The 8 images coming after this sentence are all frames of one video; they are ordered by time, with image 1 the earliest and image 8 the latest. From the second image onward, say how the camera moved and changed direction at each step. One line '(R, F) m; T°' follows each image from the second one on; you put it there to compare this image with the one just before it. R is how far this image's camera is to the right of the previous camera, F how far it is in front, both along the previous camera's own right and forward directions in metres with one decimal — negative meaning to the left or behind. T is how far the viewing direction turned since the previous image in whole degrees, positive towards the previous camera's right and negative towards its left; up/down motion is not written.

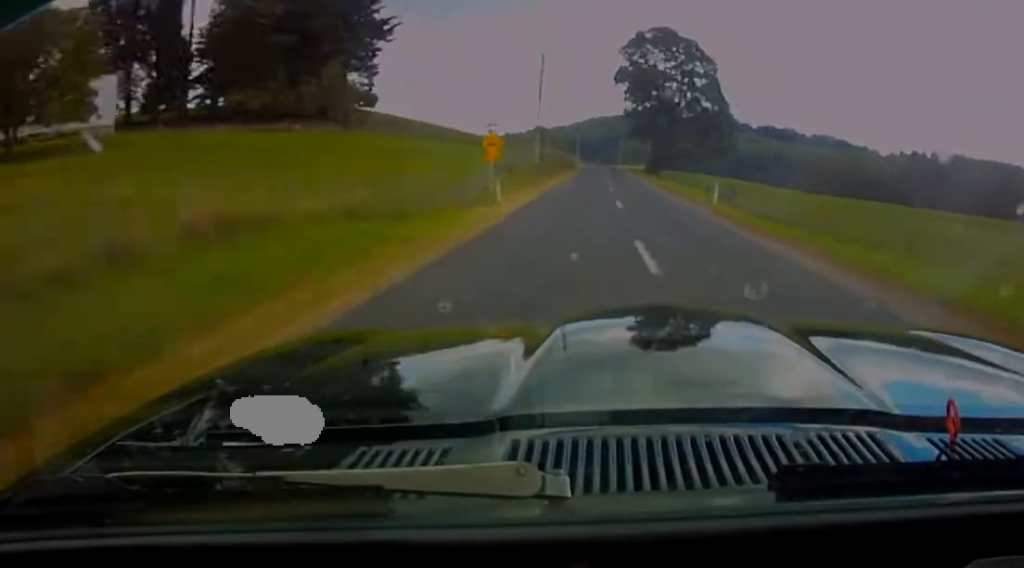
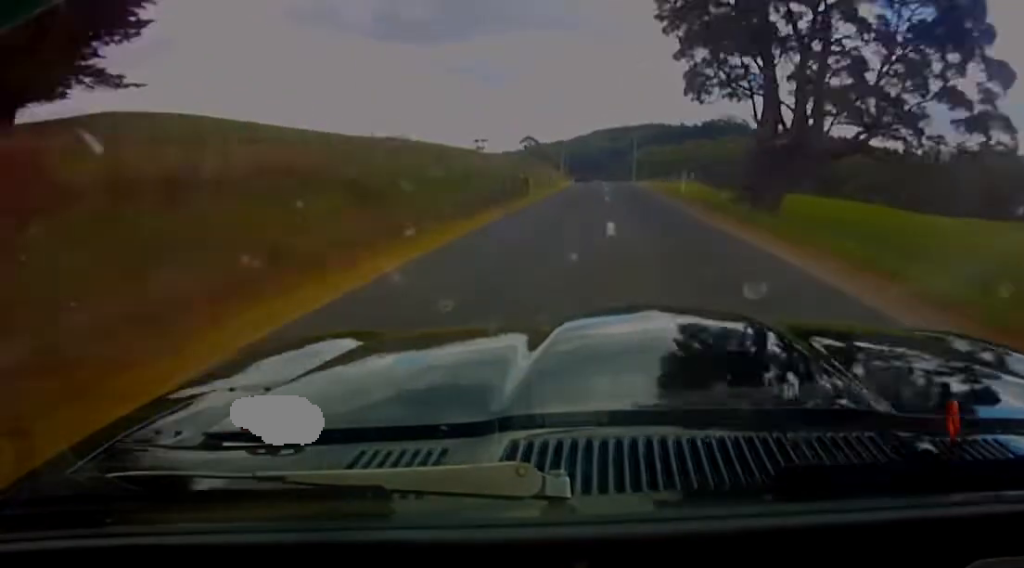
(0.0, +58.2) m; -1°
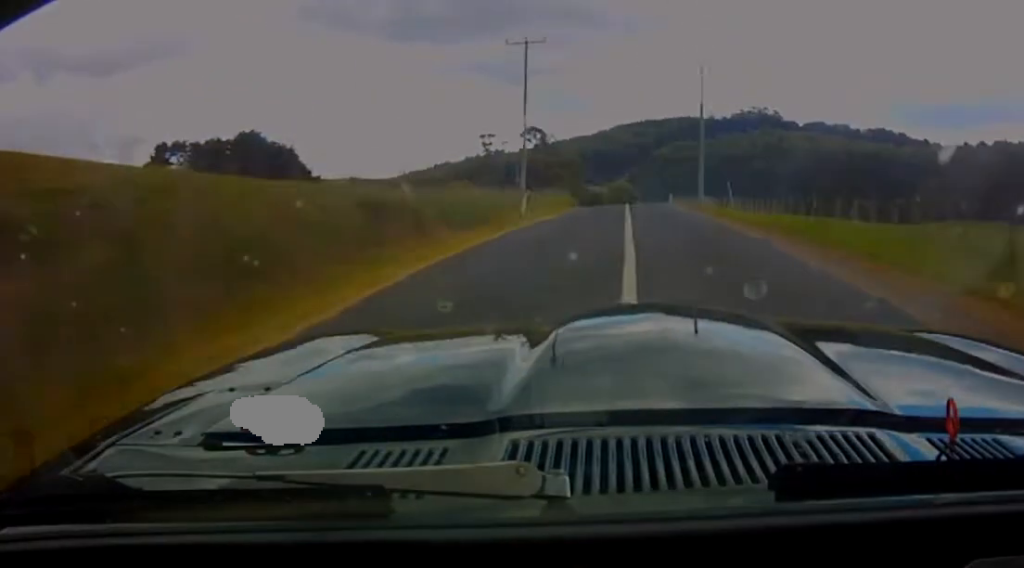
(-0.6, +53.4) m; -2°
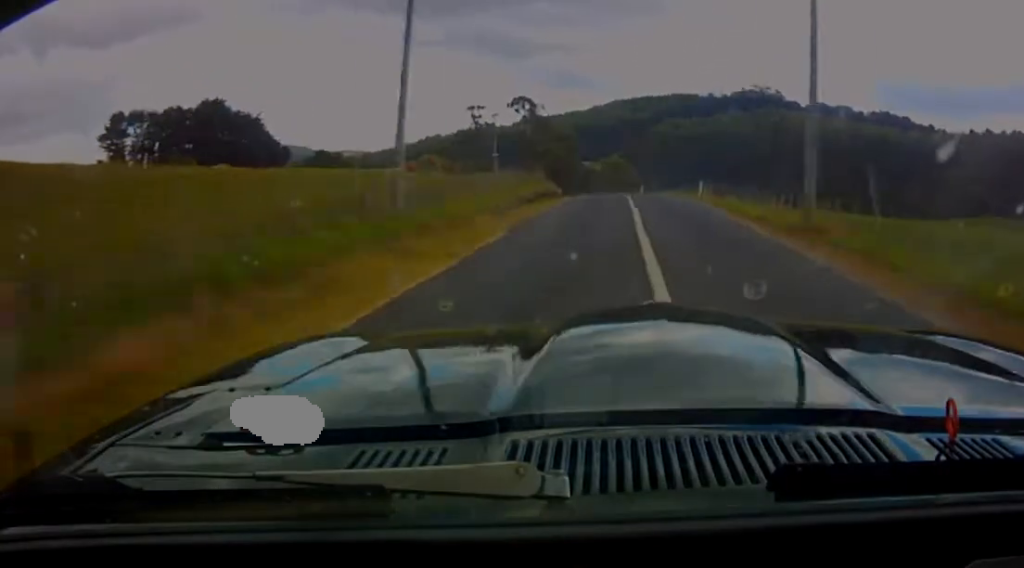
(-0.3, +20.4) m; -2°
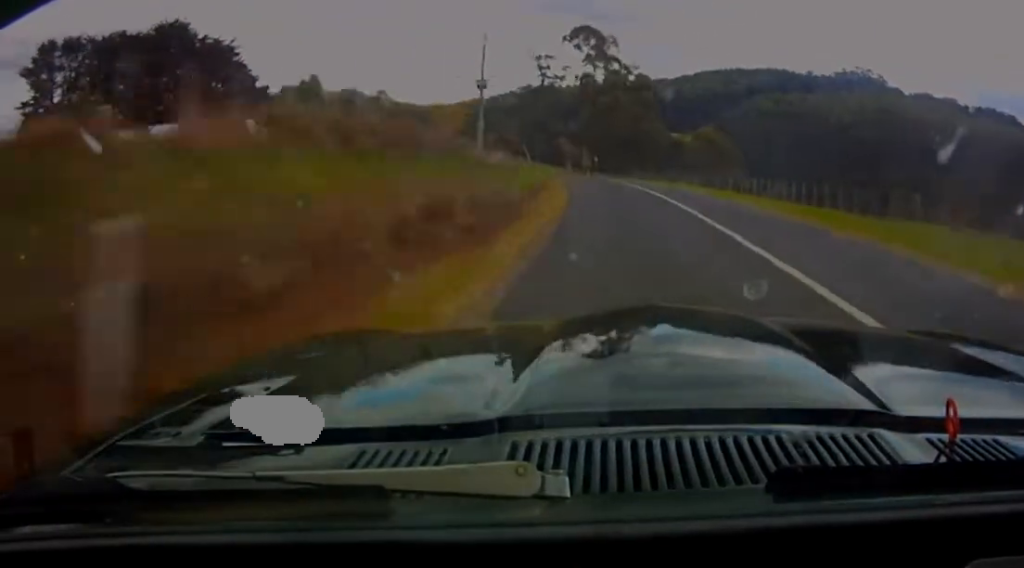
(-2.8, +59.6) m; -6°
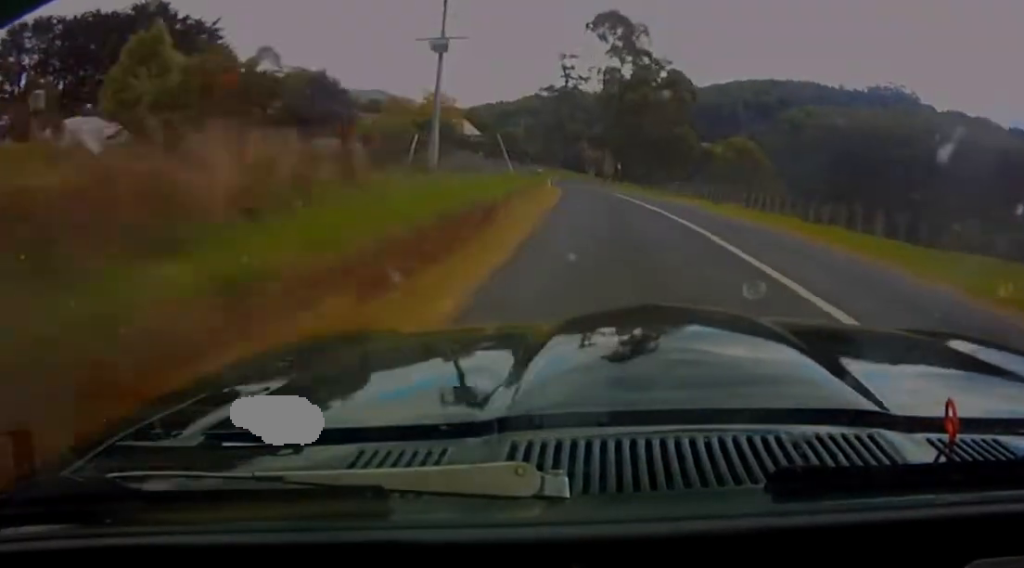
(-0.1, +19.5) m; -2°
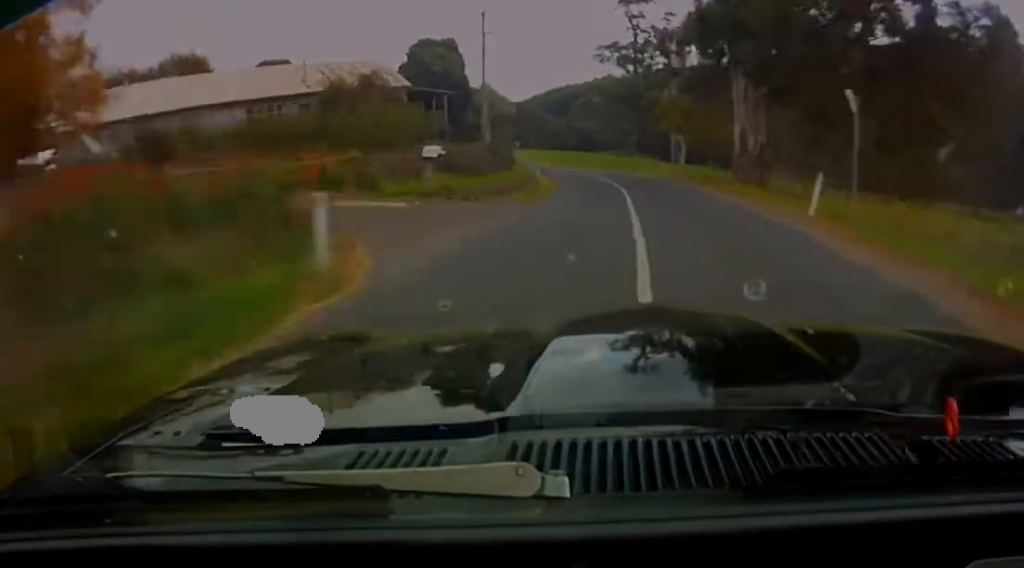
(-5.8, +78.7) m; -10°
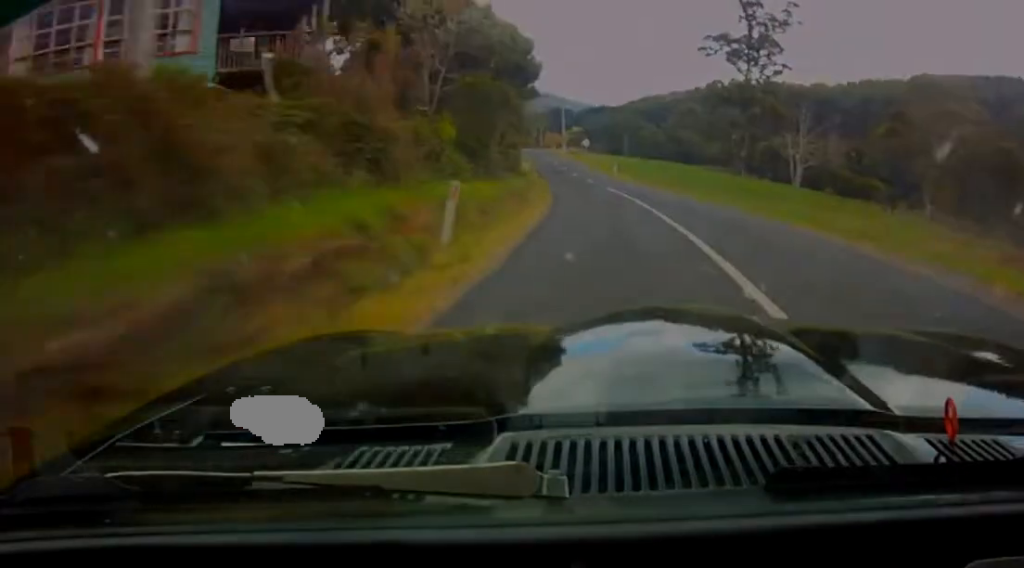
(-2.3, +36.9) m; -6°
